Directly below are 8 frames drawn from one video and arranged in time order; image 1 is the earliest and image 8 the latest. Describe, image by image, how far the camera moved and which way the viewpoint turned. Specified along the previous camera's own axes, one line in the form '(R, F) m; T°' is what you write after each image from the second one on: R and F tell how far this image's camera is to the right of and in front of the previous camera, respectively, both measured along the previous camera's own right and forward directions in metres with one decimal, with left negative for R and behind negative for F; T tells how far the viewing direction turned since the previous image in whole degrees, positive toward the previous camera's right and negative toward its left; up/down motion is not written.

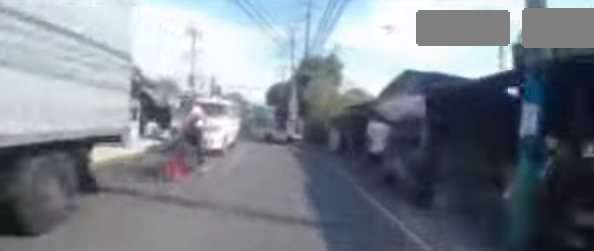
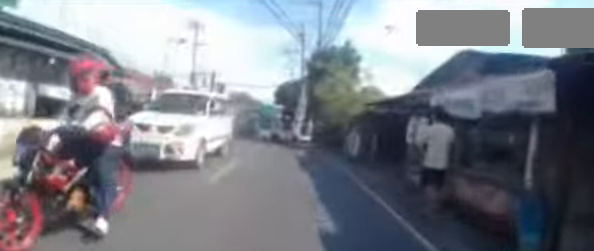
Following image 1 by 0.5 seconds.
(+0.1, +2.9) m; 0°
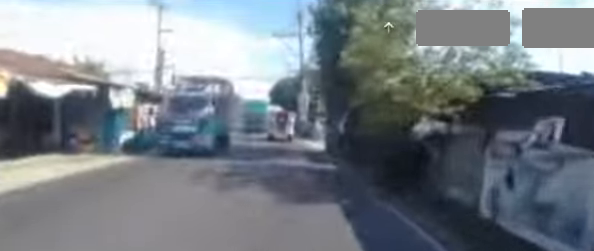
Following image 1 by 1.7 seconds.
(-0.5, +8.4) m; -4°
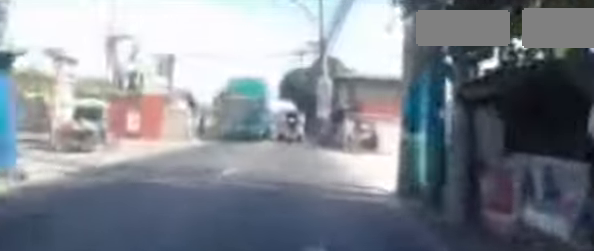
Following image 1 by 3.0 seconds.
(0.0, +9.2) m; +2°
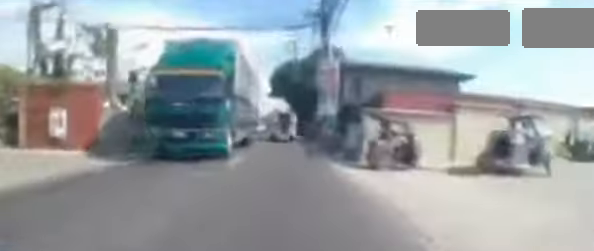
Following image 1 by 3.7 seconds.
(+0.1, +6.1) m; +2°
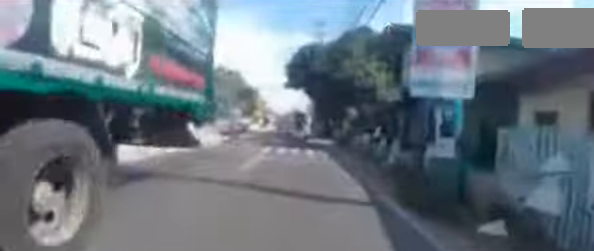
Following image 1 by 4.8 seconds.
(+0.2, +10.1) m; -2°
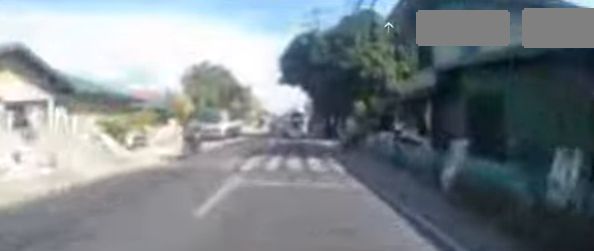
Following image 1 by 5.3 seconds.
(0.0, +3.9) m; -3°
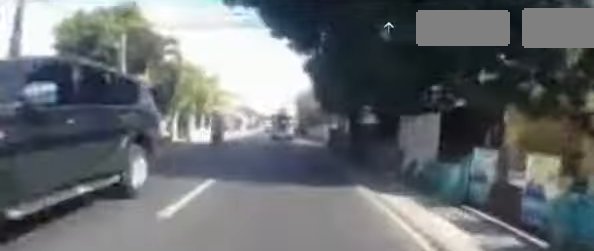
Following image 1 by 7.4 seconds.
(-0.2, +18.7) m; +2°
